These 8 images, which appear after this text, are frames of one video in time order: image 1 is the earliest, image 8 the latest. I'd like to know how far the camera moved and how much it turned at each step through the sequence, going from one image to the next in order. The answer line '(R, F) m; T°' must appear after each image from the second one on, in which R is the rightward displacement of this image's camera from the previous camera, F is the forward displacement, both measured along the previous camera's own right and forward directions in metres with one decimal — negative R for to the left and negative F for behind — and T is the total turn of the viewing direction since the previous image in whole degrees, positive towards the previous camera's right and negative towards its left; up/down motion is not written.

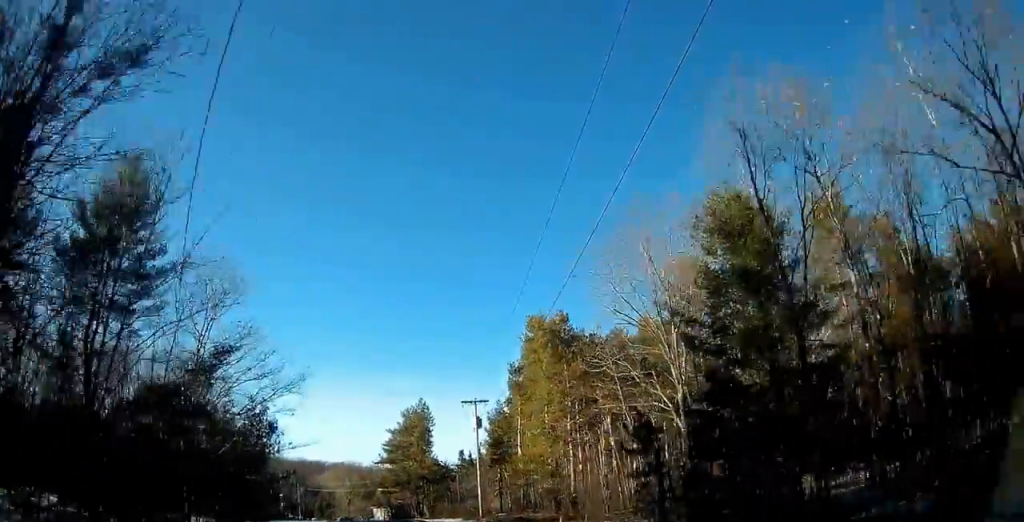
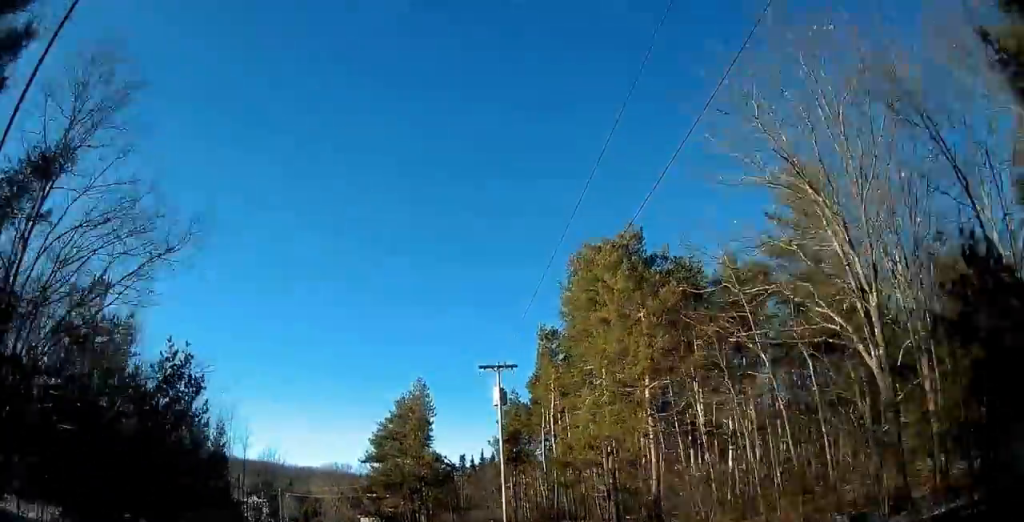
(+0.3, +15.4) m; +1°
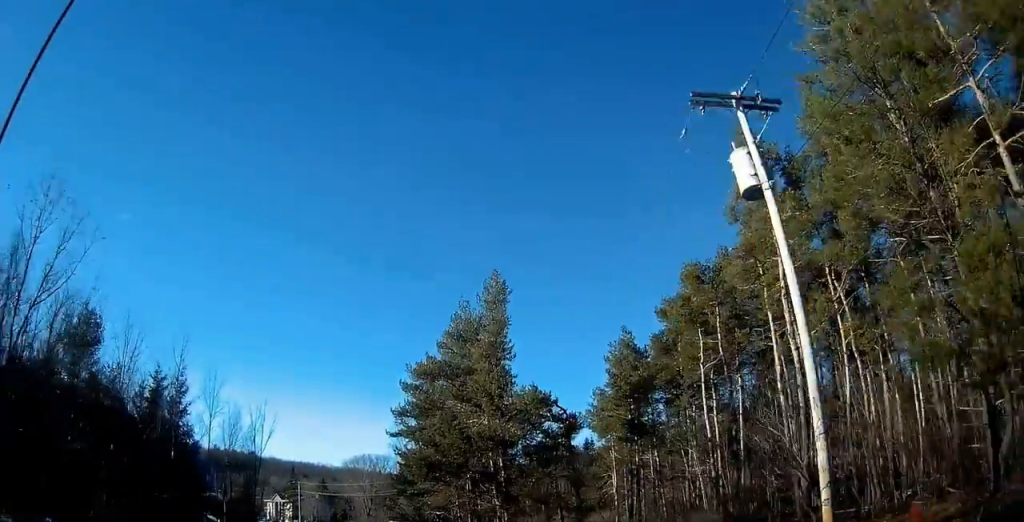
(-0.2, +25.2) m; -3°
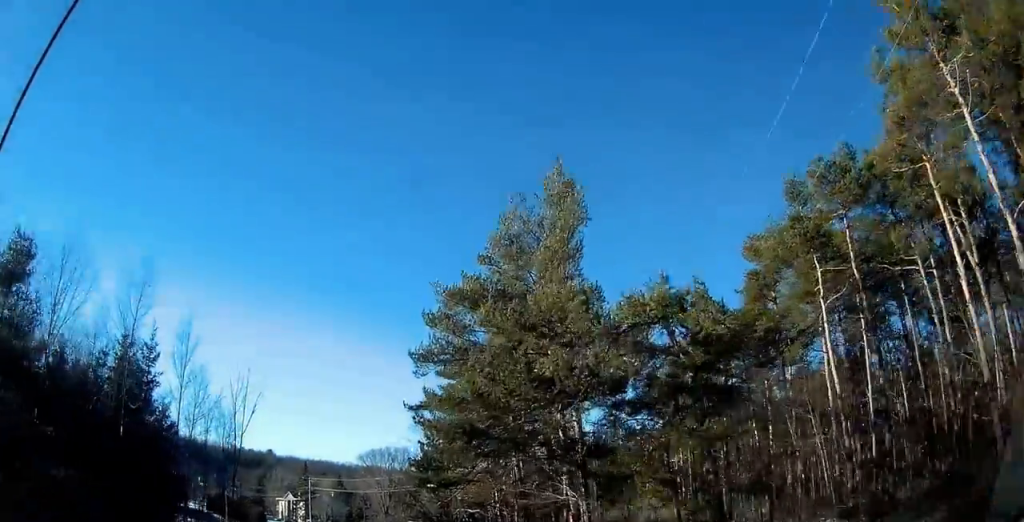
(-0.4, +10.0) m; -2°
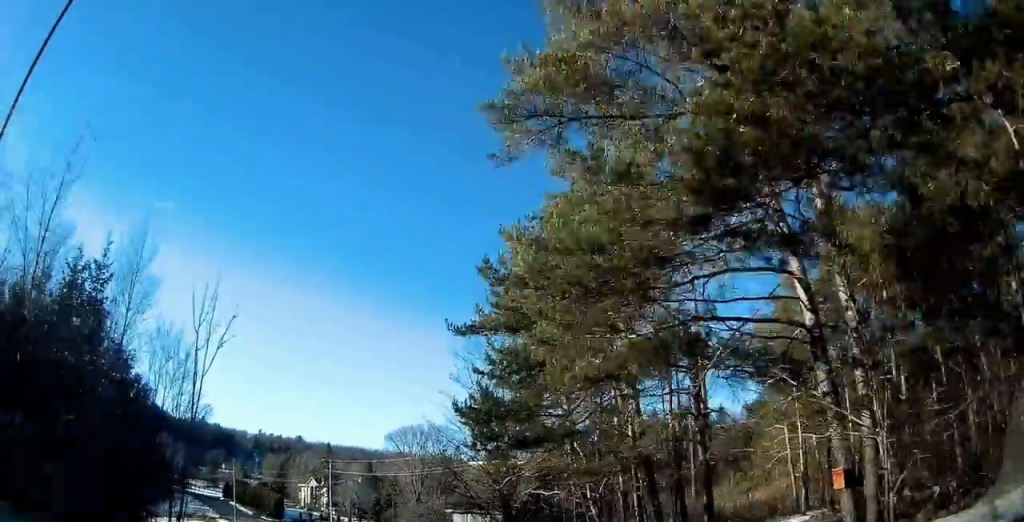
(0.0, +11.5) m; -2°
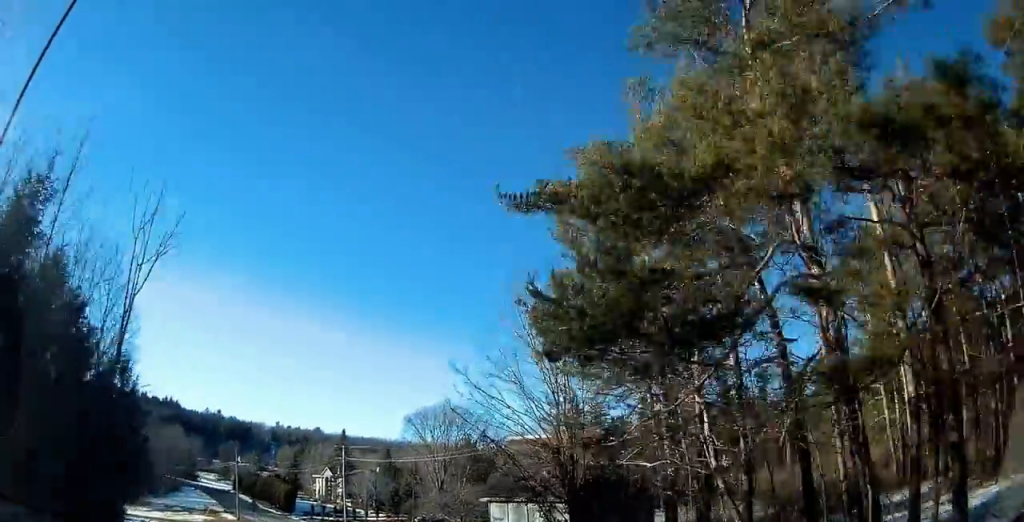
(+0.1, +7.9) m; -1°
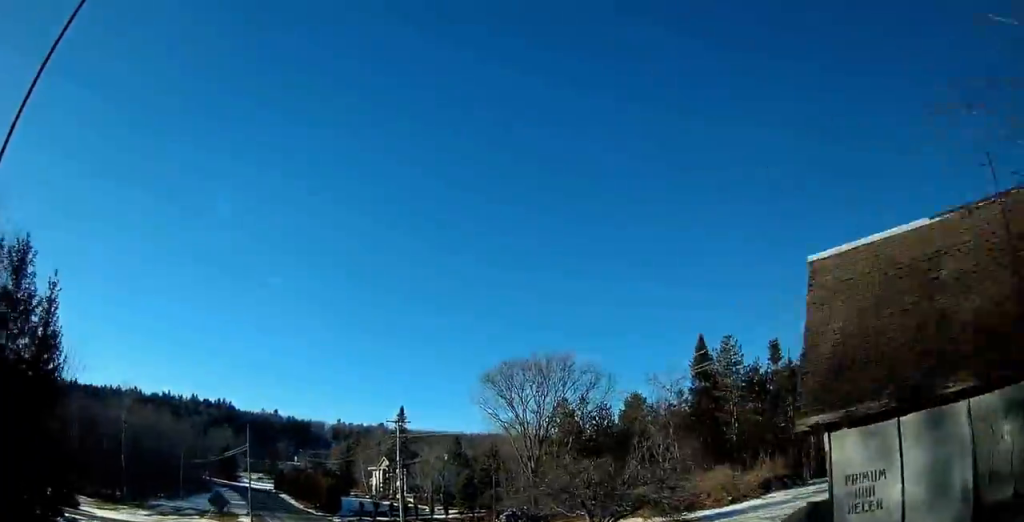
(-1.1, +20.4) m; -5°
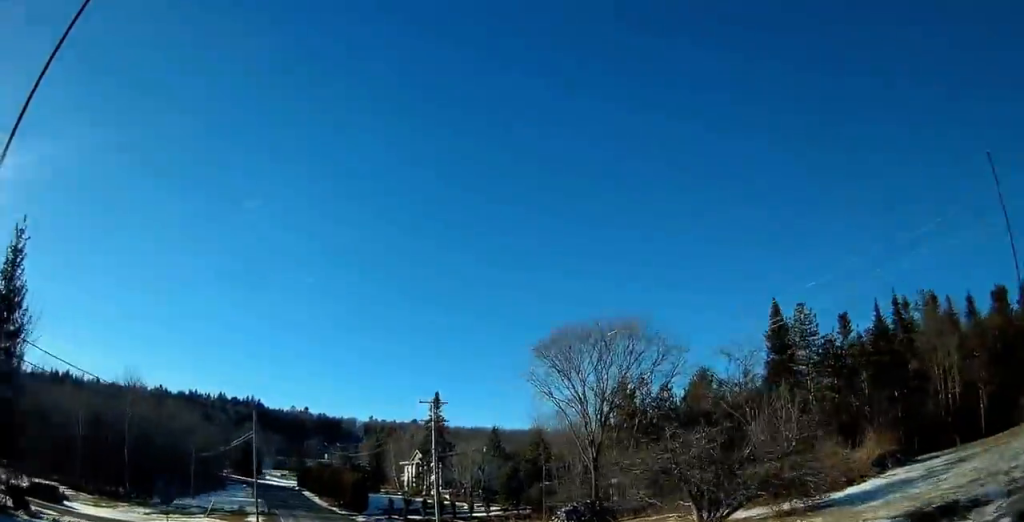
(+0.1, +8.4) m; -2°
